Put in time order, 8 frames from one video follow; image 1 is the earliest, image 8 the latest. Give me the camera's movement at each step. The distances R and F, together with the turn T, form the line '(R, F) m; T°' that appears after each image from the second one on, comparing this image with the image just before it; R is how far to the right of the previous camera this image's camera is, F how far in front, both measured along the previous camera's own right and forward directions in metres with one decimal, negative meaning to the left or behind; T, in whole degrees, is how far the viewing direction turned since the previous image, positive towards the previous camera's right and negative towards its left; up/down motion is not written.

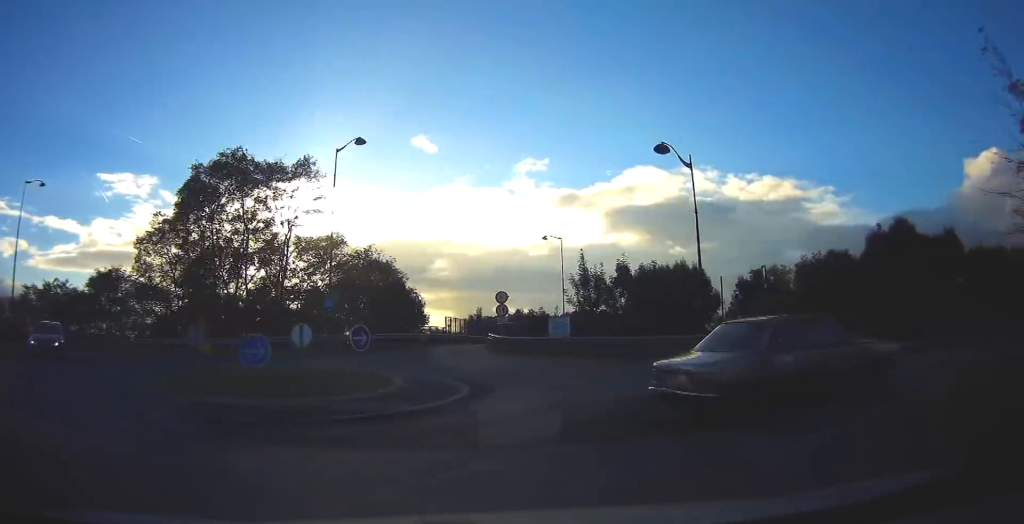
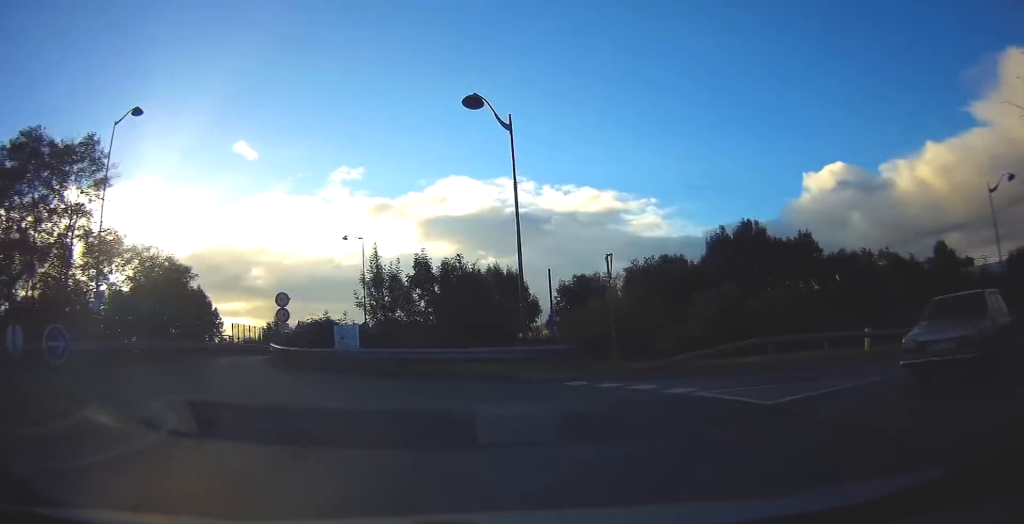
(+0.5, +5.0) m; +9°
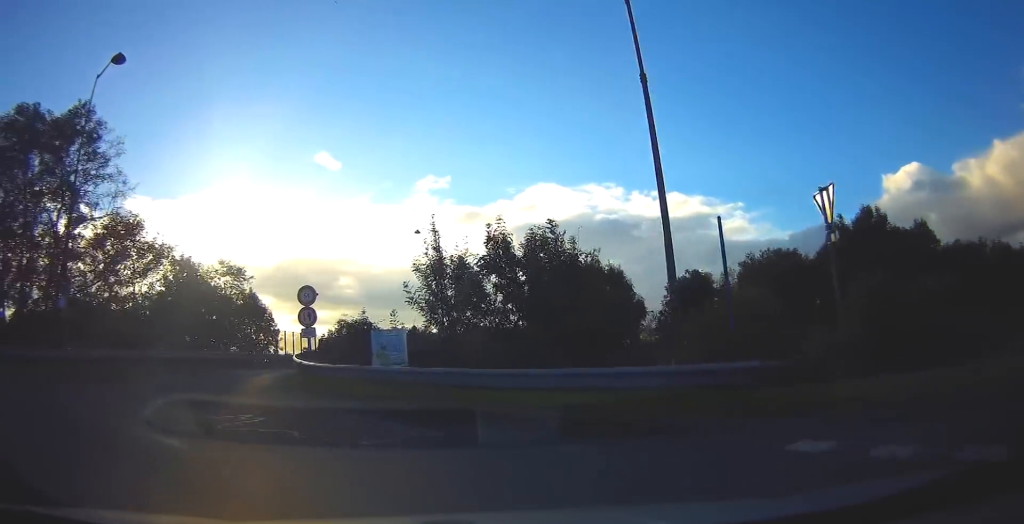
(+0.1, +7.2) m; -6°
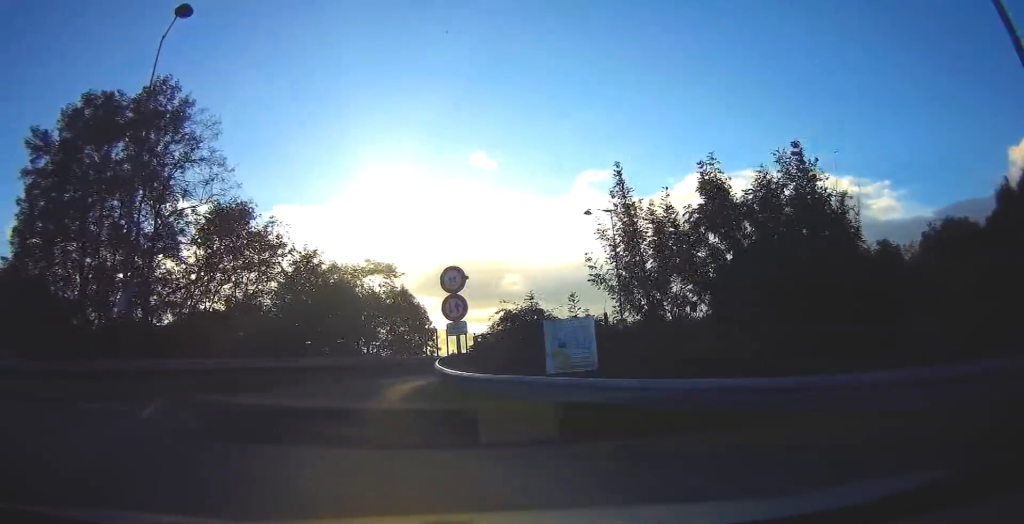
(-0.4, +4.8) m; -13°
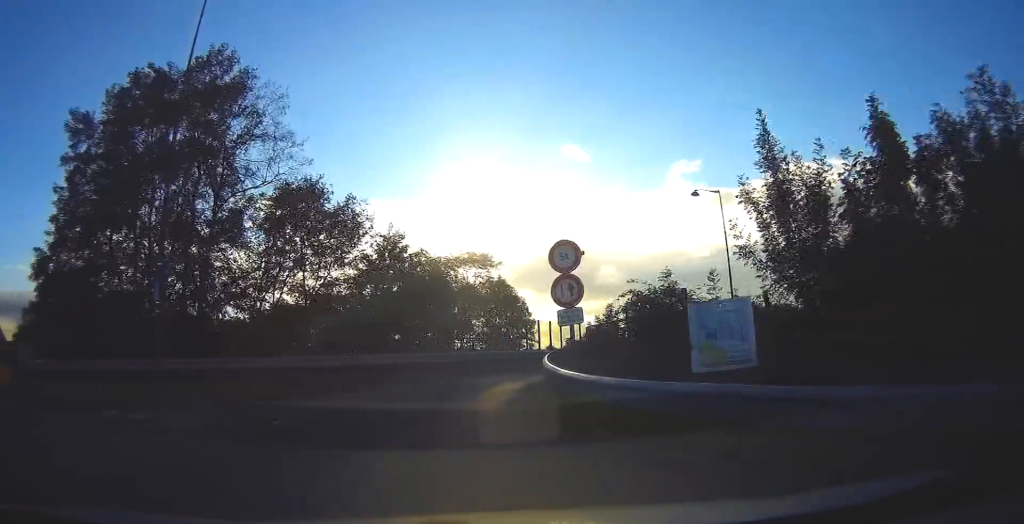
(-0.1, +2.8) m; -9°
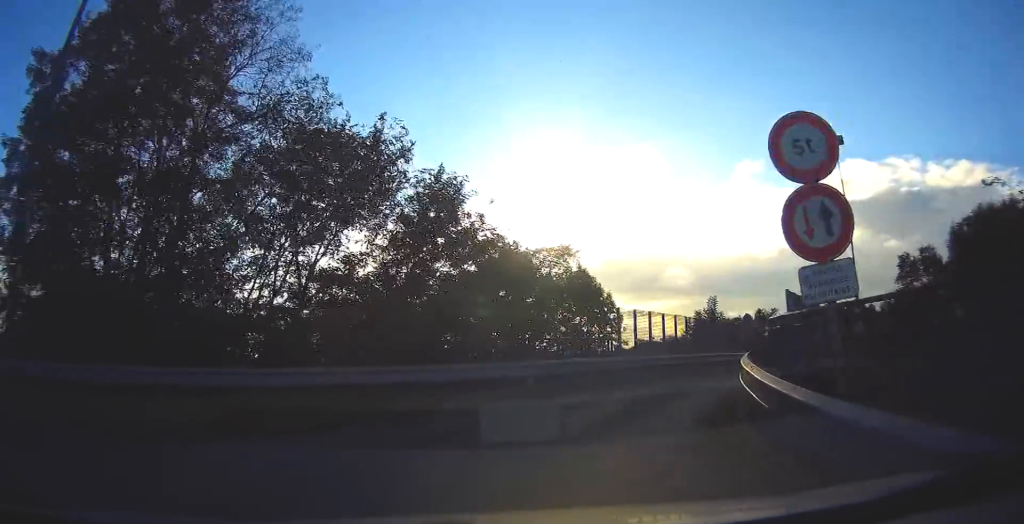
(-1.1, +6.8) m; -7°
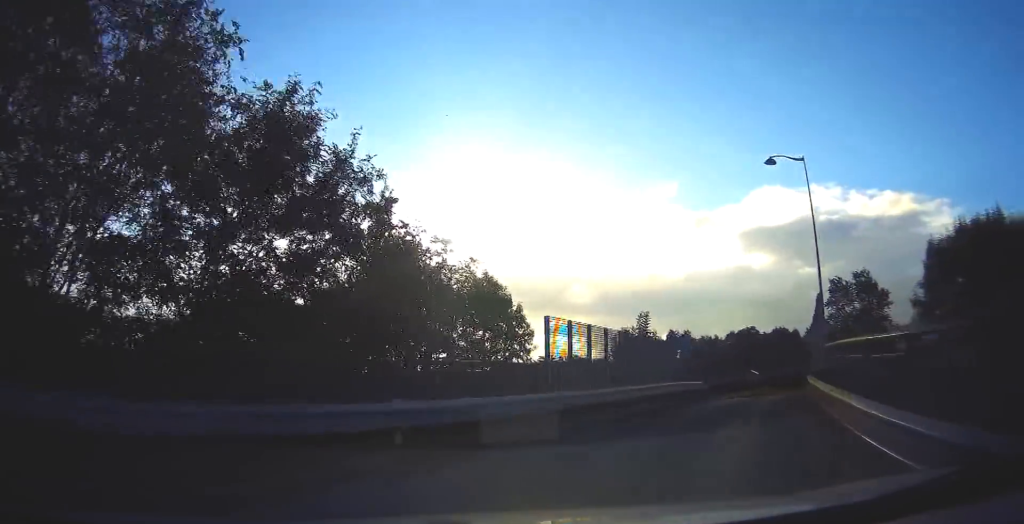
(+0.4, +5.4) m; +10°
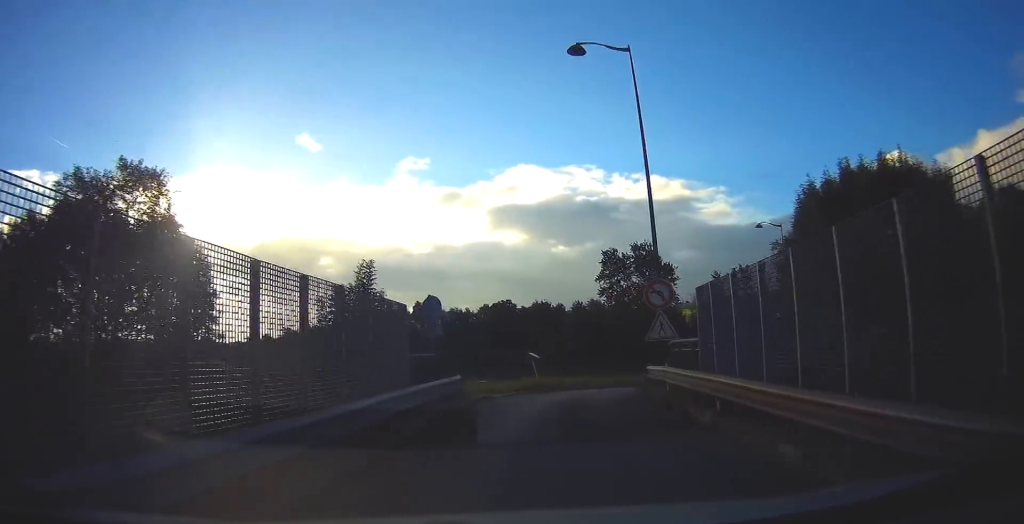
(+2.0, +9.5) m; +22°
